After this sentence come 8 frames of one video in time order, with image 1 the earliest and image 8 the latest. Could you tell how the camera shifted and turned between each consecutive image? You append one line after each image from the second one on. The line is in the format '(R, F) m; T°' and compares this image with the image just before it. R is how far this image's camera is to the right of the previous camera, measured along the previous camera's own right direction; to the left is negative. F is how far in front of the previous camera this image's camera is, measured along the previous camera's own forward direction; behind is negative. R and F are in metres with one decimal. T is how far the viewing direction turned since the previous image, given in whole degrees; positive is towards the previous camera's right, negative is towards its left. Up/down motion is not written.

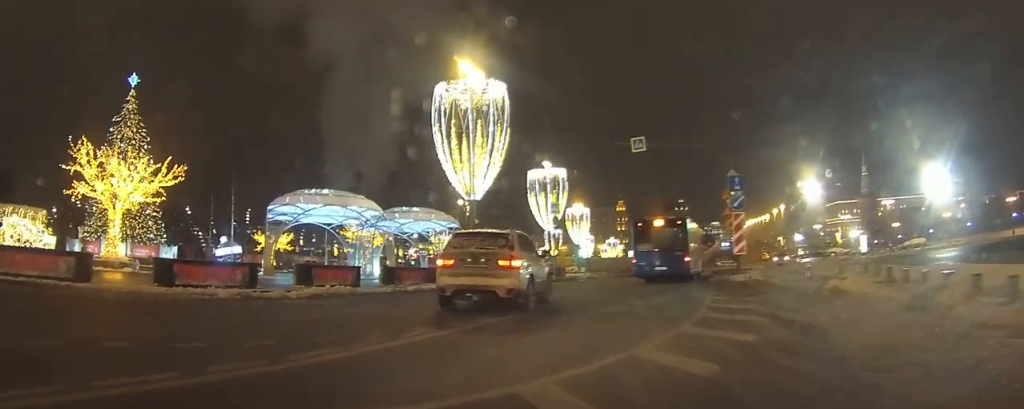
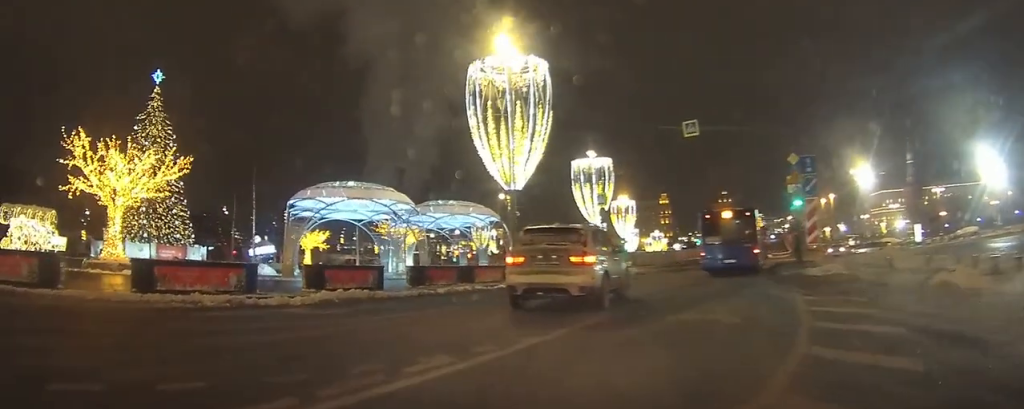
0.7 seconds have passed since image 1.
(-0.1, +2.7) m; +2°
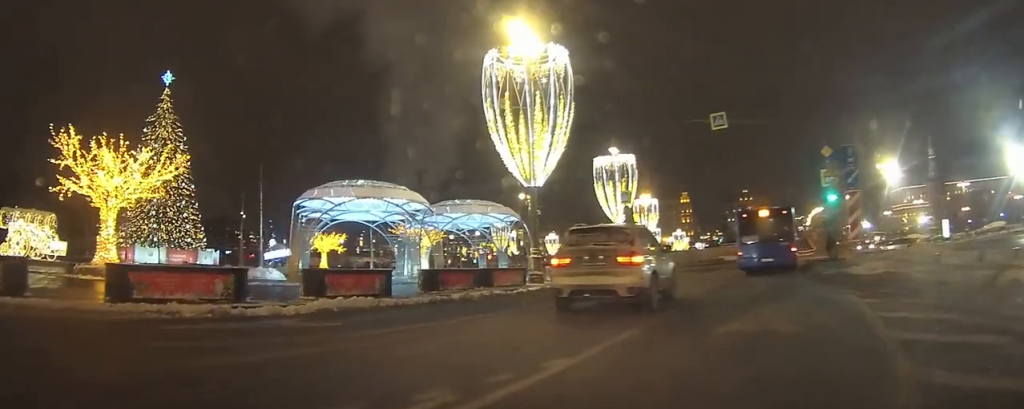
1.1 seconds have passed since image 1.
(+0.1, +1.7) m; +1°
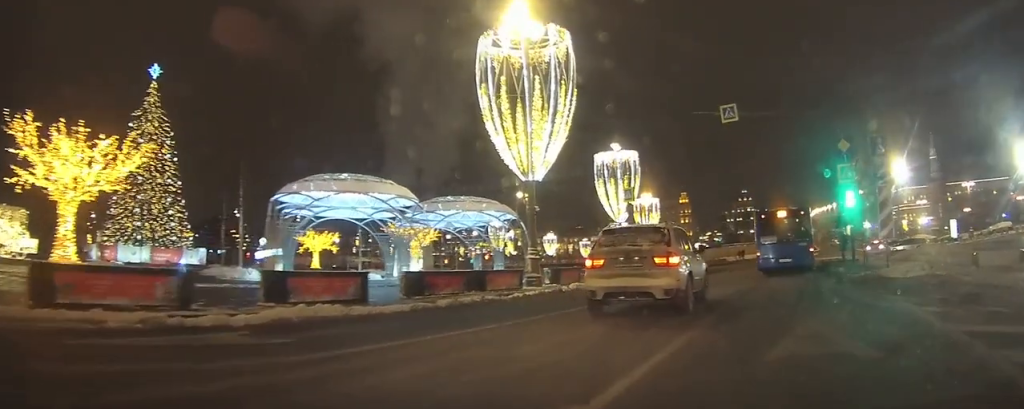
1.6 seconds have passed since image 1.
(+0.1, +2.1) m; +2°
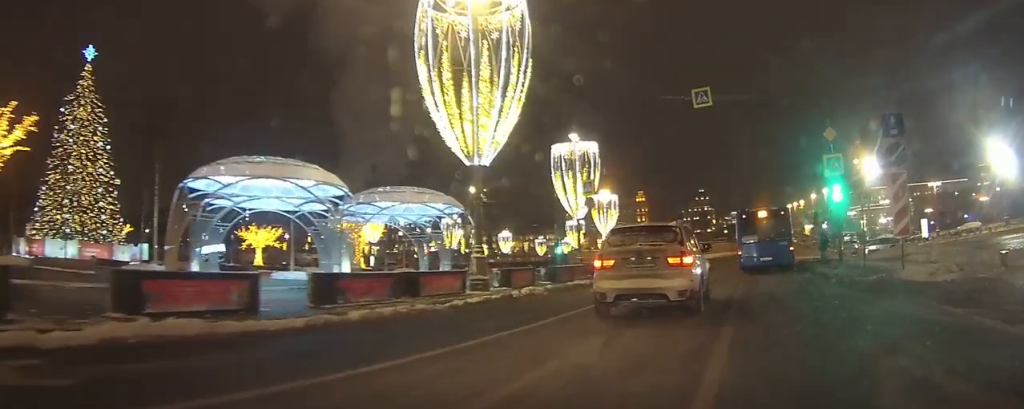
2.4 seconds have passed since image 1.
(0.0, +3.5) m; +4°
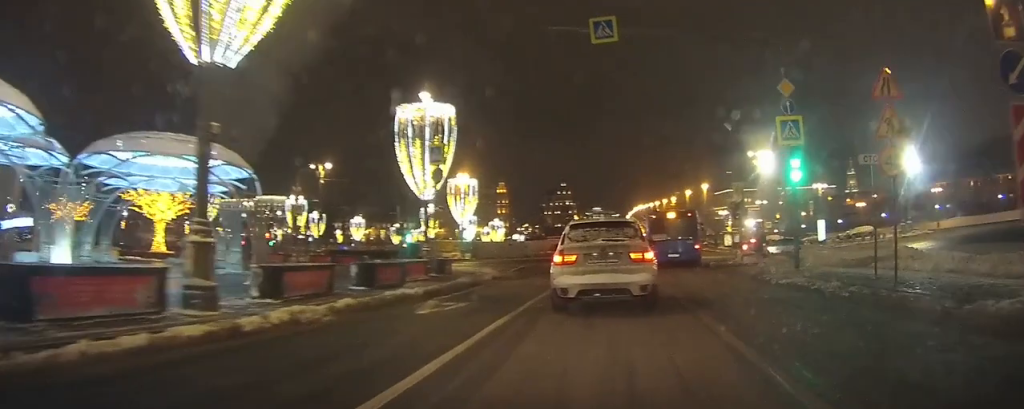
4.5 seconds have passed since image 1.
(+1.3, +10.1) m; +13°
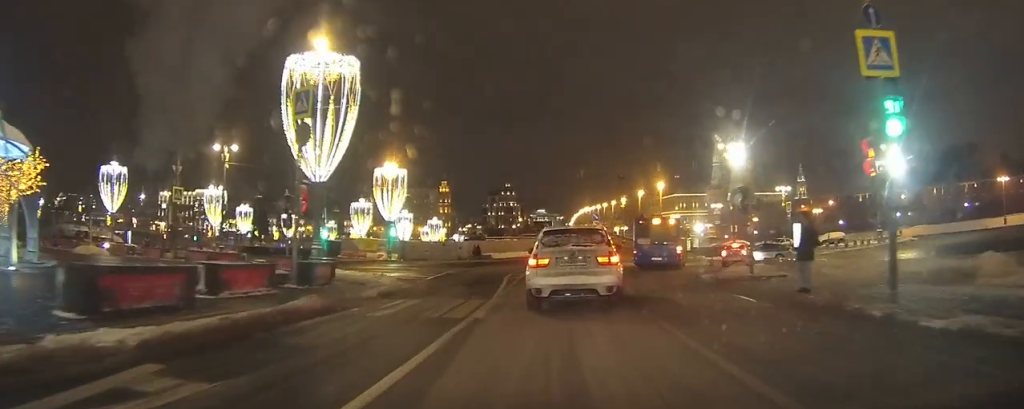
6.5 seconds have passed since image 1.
(+0.4, +11.1) m; +4°
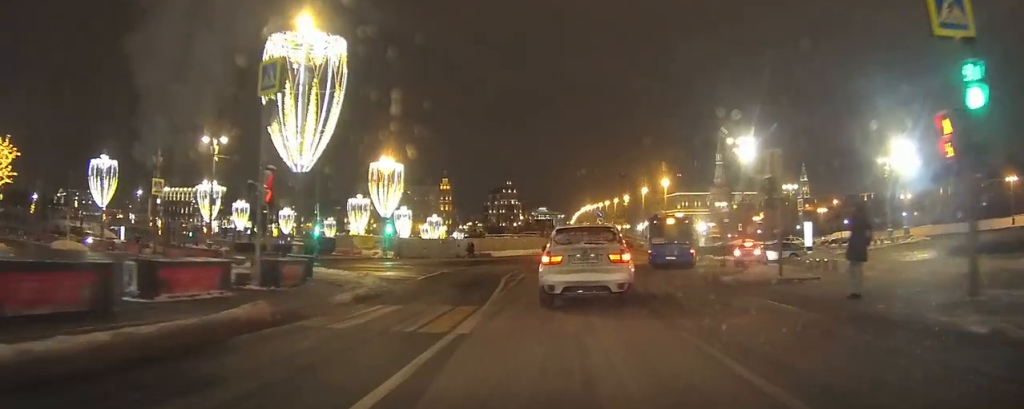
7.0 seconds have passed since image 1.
(0.0, +2.8) m; +1°
